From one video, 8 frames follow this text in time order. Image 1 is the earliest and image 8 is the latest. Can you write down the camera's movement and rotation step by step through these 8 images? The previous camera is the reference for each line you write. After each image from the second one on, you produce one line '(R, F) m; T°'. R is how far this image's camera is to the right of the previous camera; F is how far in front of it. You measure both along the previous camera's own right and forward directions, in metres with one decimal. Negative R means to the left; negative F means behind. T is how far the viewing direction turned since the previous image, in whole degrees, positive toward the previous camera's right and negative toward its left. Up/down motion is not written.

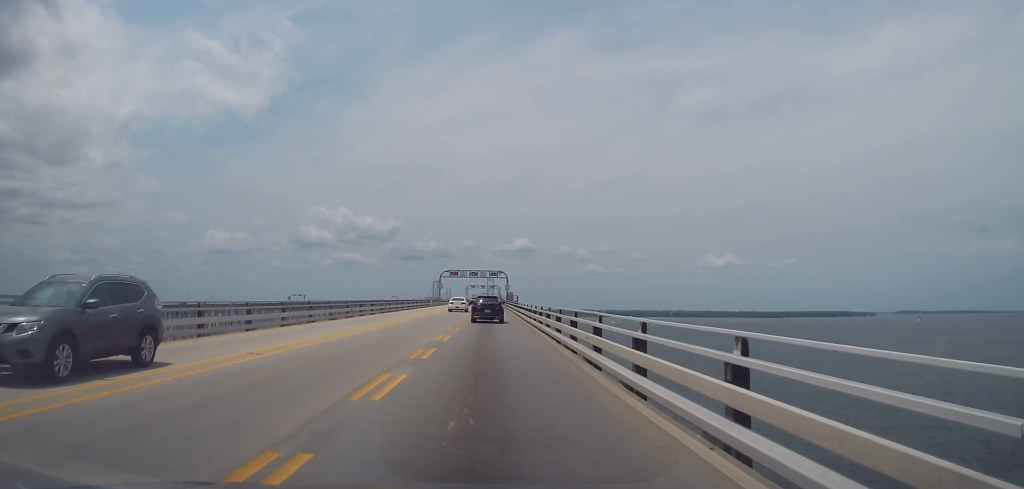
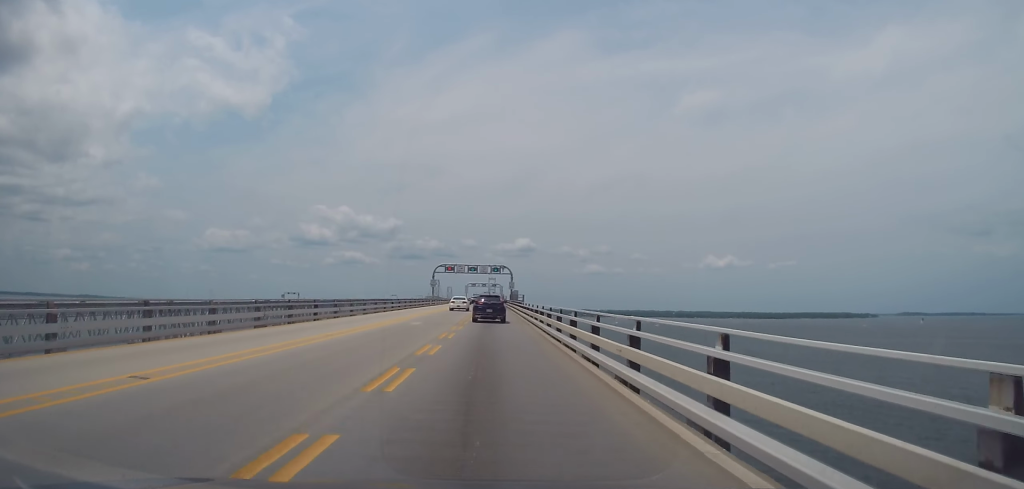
(-0.1, +17.7) m; +1°
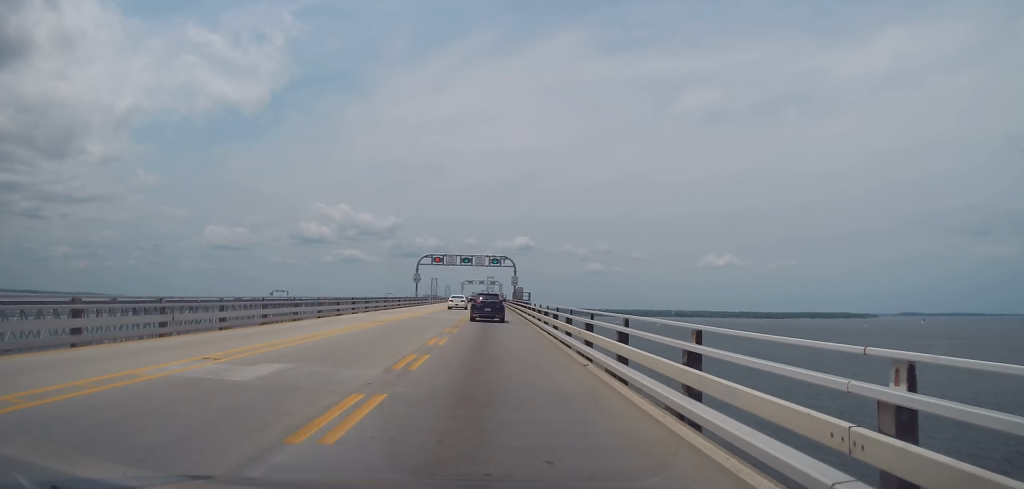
(+0.3, +22.0) m; 0°
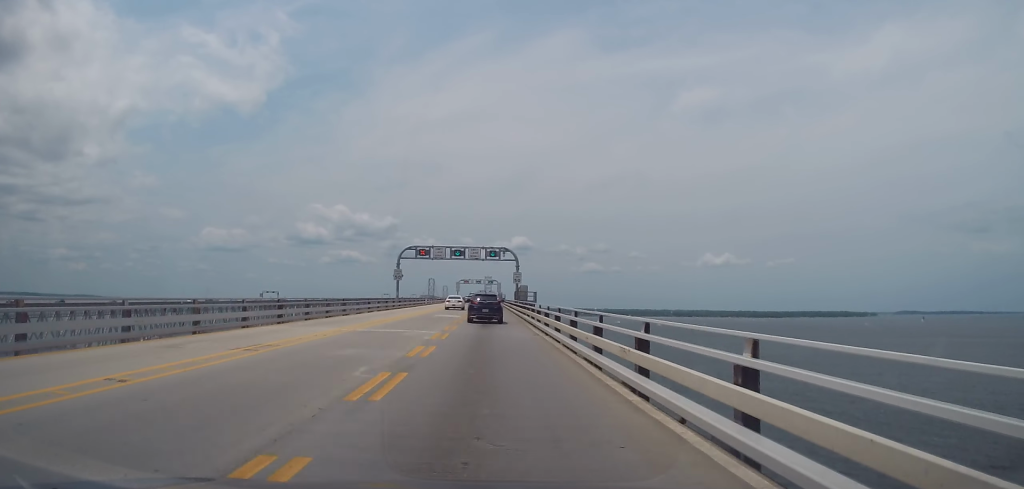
(-0.1, +15.9) m; -1°
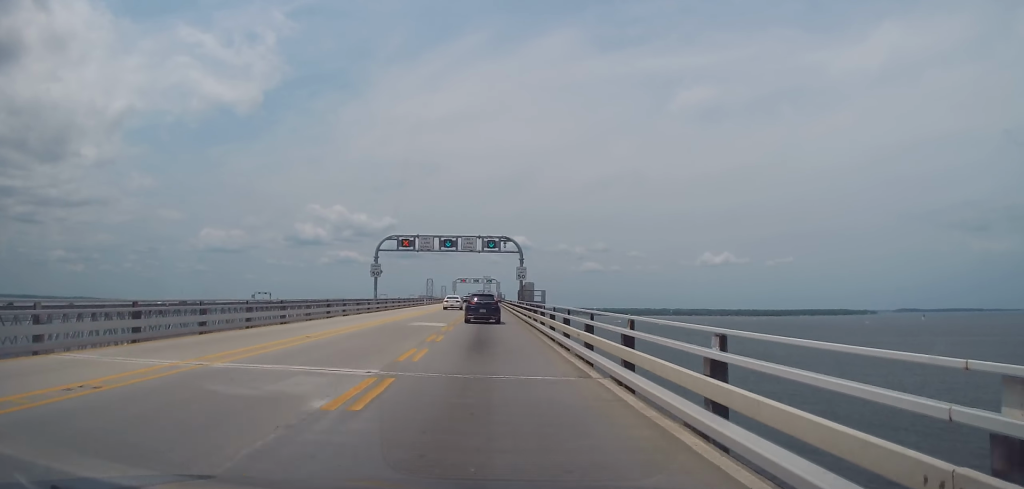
(-0.2, +13.2) m; -1°
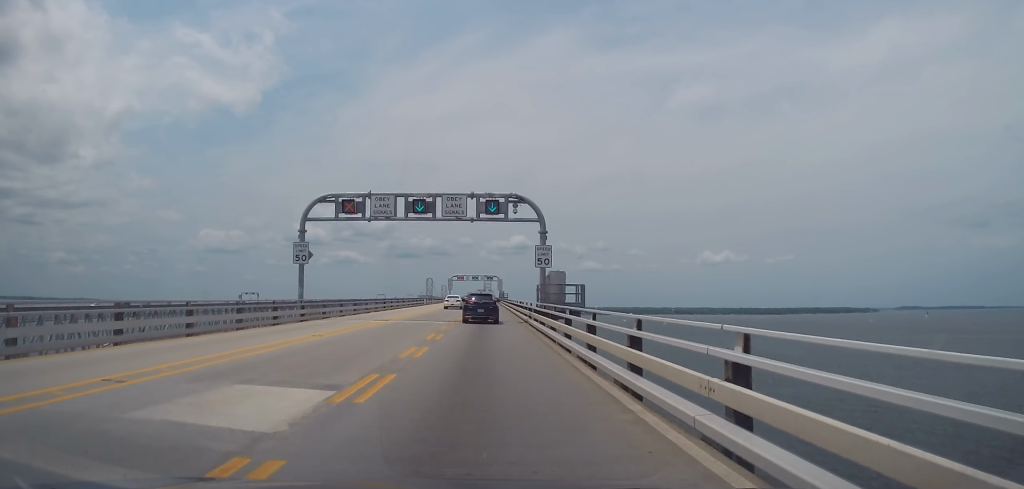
(+0.2, +24.2) m; +1°
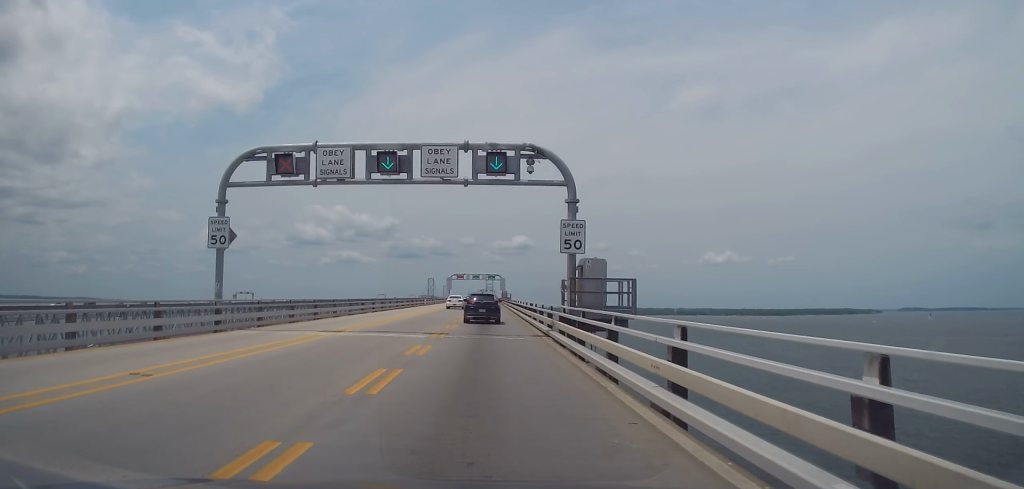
(+0.3, +11.7) m; 0°
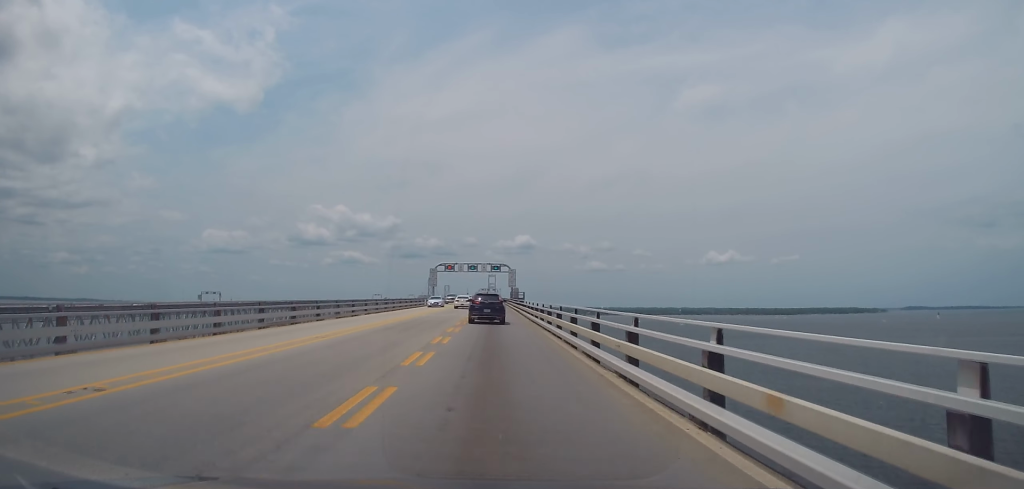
(-0.9, +51.8) m; -1°
